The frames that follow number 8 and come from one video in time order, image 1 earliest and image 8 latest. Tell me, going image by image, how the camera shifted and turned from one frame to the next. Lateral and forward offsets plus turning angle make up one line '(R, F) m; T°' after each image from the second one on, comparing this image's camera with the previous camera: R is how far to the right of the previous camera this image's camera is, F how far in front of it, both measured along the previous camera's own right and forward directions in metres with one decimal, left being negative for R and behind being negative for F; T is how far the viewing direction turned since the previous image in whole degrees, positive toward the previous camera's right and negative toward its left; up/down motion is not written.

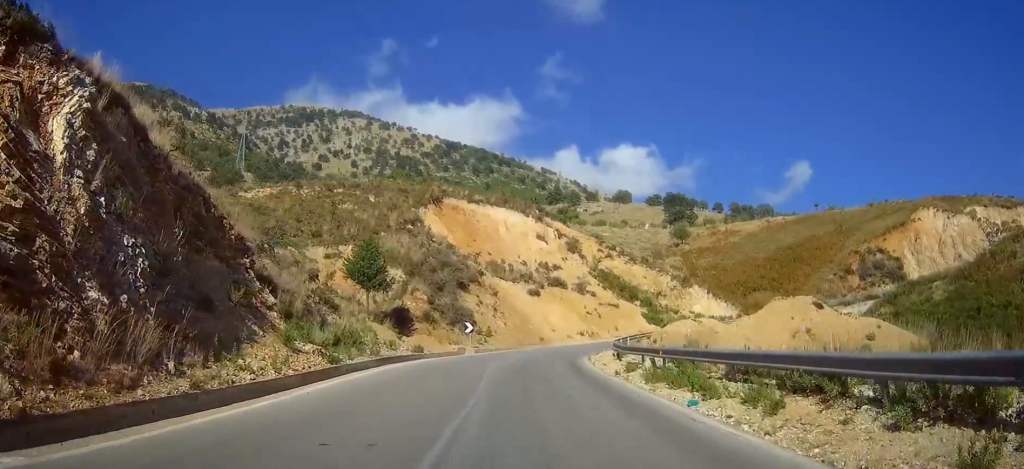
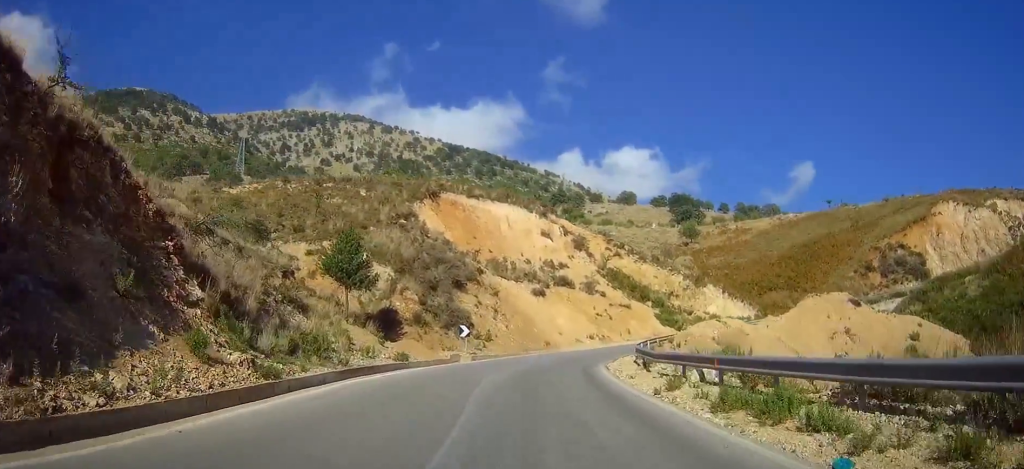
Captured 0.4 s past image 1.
(-0.3, +5.5) m; -2°
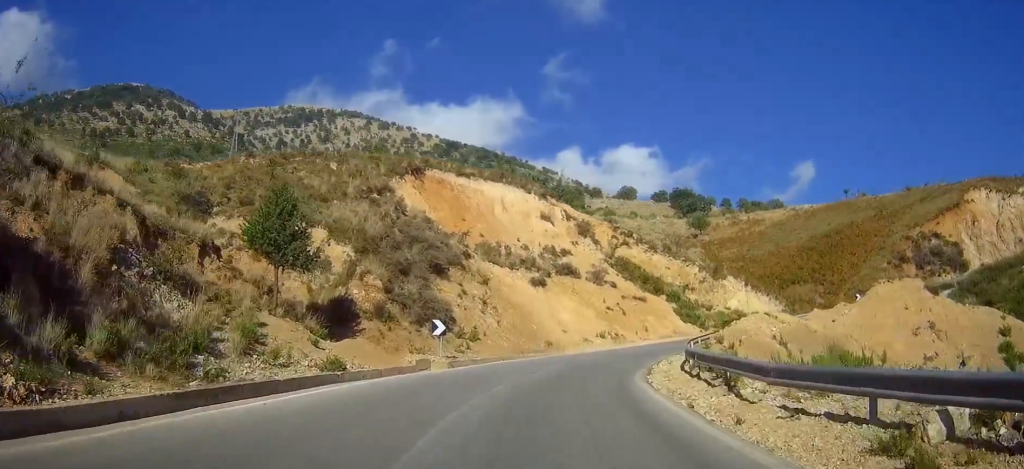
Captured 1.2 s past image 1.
(-0.2, +9.9) m; 0°
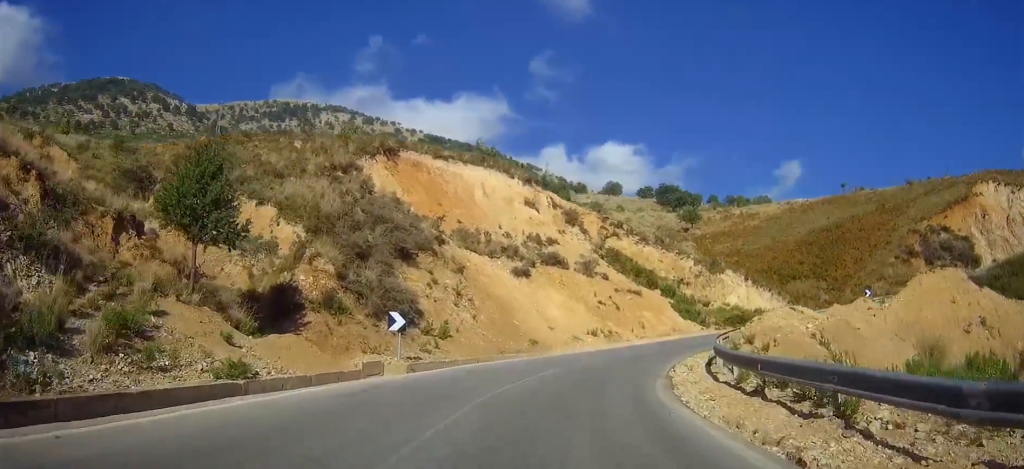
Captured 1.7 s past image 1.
(-0.1, +5.7) m; +1°
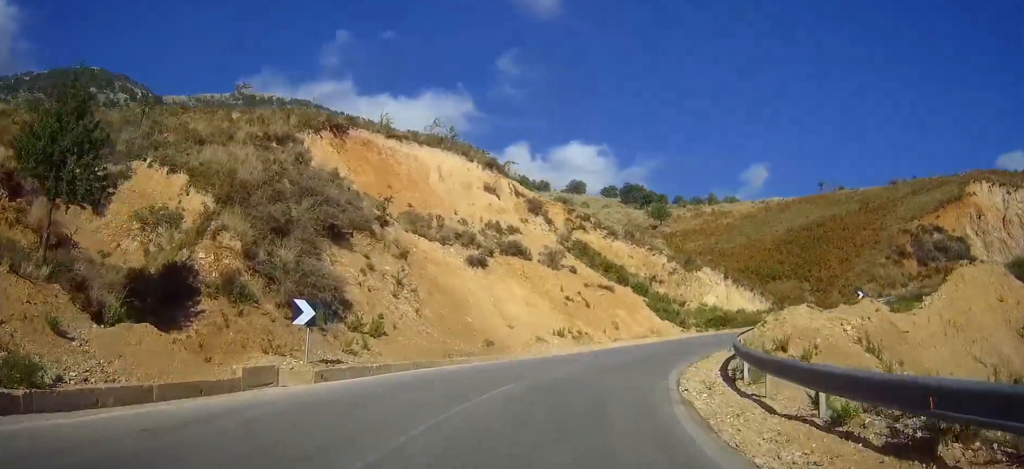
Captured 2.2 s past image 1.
(+0.3, +5.8) m; +3°
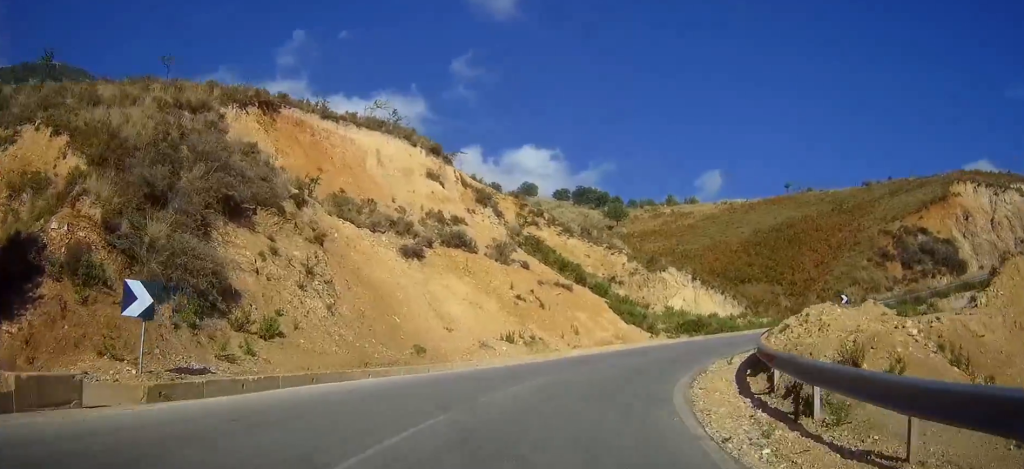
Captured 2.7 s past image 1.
(0.0, +5.8) m; +3°
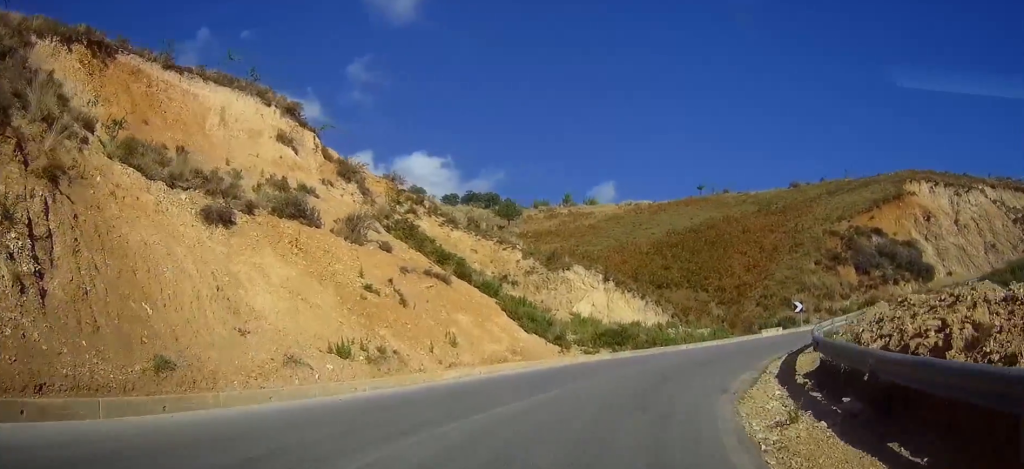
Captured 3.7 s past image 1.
(+0.6, +10.7) m; +9°
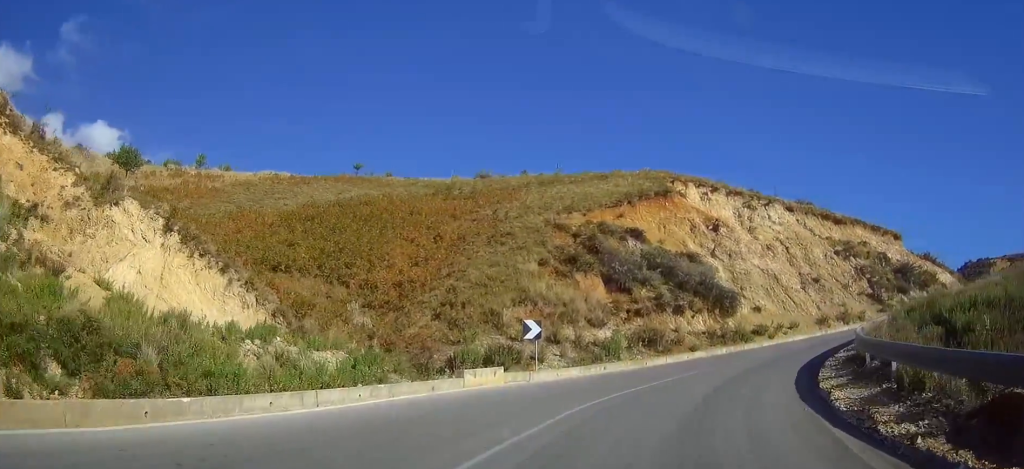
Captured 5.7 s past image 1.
(+5.5, +20.7) m; +31°
